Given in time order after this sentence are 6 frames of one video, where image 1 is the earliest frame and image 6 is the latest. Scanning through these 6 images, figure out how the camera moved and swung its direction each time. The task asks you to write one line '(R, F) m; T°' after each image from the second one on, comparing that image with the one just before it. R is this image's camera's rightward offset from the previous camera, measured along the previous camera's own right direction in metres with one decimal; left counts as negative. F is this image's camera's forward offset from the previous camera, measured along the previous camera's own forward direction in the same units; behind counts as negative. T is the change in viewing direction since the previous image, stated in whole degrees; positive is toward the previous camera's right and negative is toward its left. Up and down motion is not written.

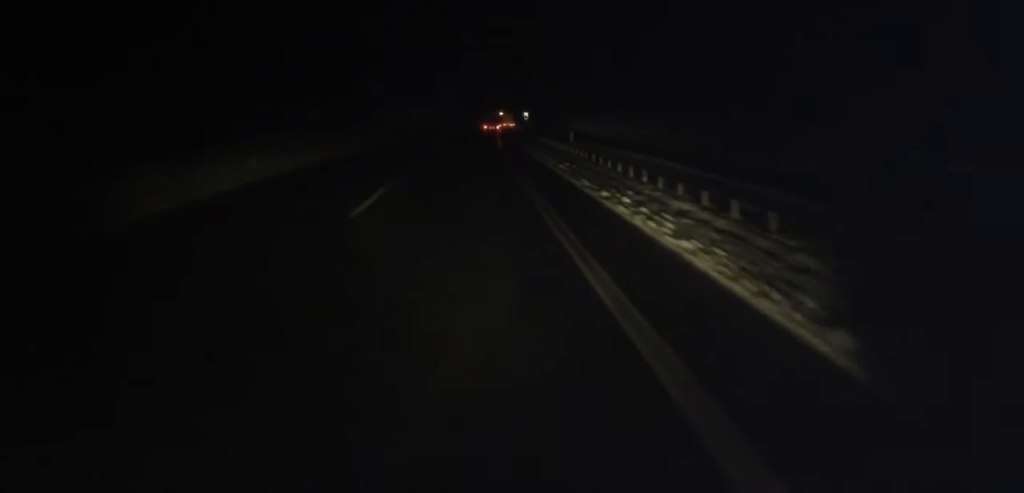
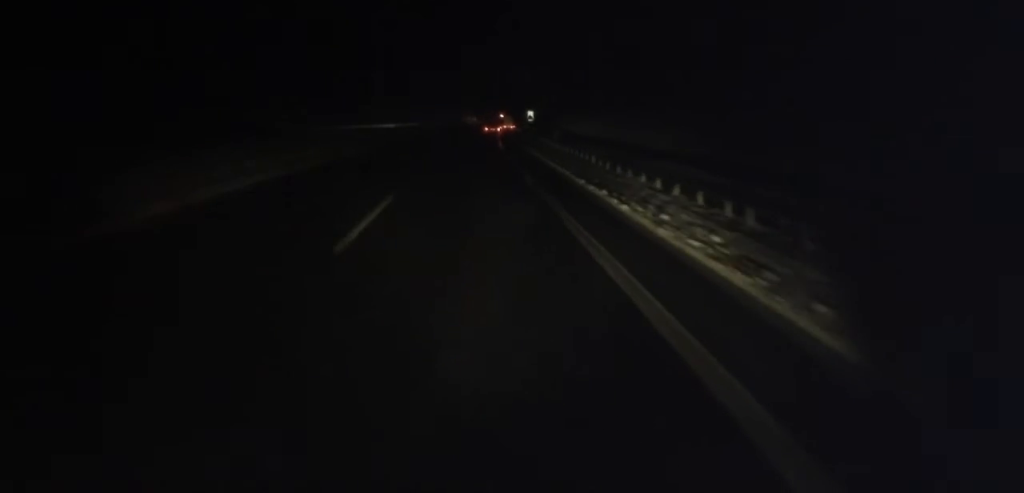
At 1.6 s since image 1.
(+0.6, +39.0) m; 0°
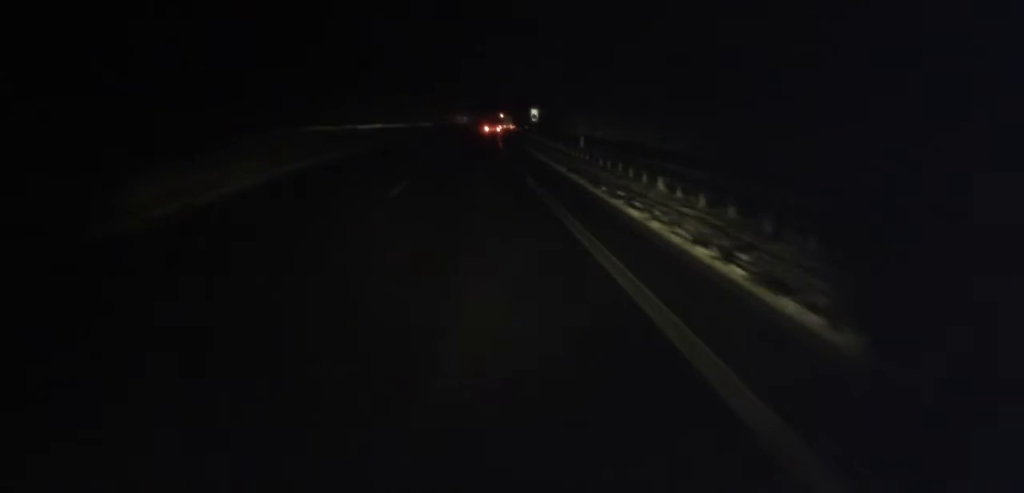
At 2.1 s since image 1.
(-0.3, +12.4) m; 0°
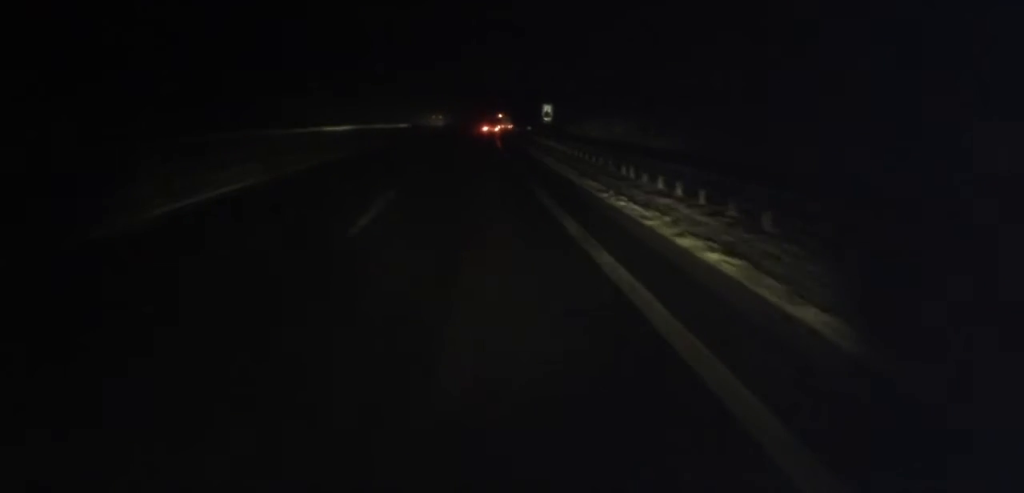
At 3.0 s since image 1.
(+0.3, +22.1) m; +2°
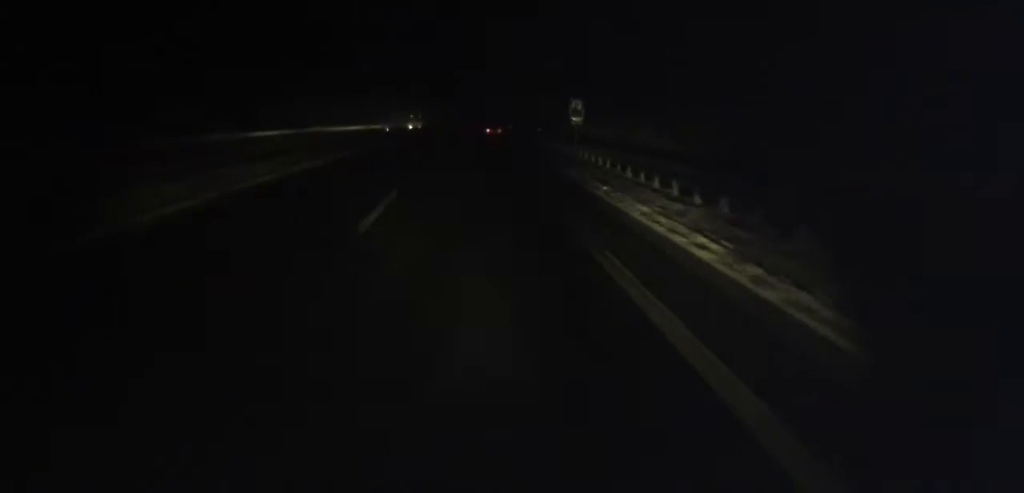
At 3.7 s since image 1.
(+0.3, +17.1) m; +1°
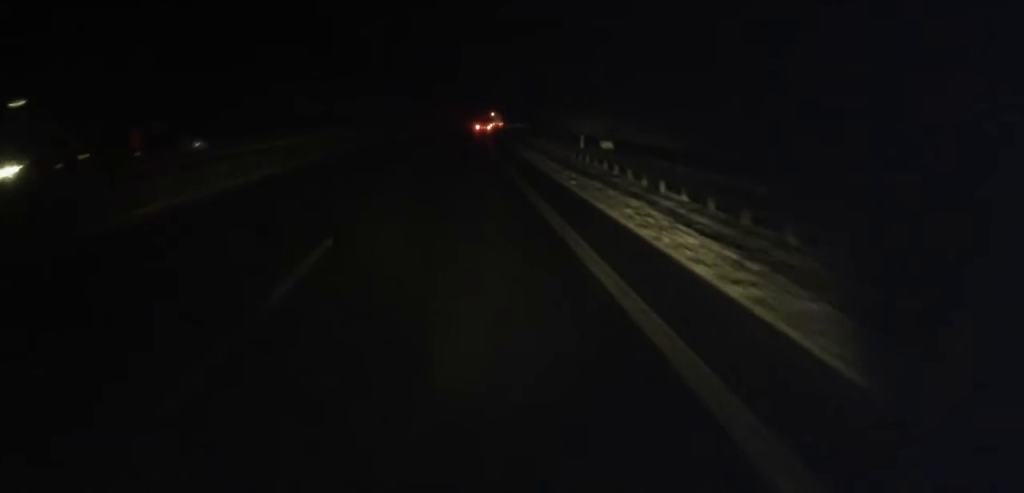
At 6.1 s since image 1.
(+1.8, +59.7) m; +3°
